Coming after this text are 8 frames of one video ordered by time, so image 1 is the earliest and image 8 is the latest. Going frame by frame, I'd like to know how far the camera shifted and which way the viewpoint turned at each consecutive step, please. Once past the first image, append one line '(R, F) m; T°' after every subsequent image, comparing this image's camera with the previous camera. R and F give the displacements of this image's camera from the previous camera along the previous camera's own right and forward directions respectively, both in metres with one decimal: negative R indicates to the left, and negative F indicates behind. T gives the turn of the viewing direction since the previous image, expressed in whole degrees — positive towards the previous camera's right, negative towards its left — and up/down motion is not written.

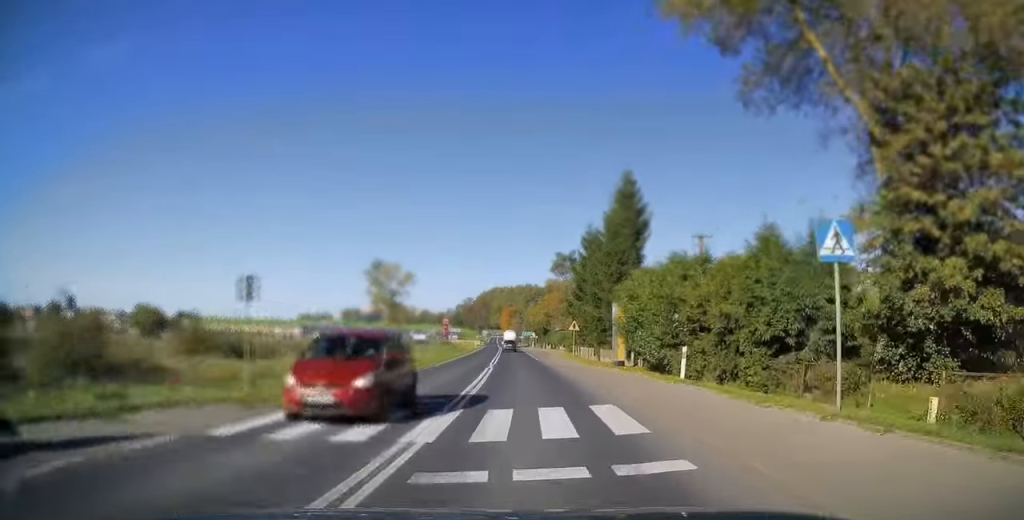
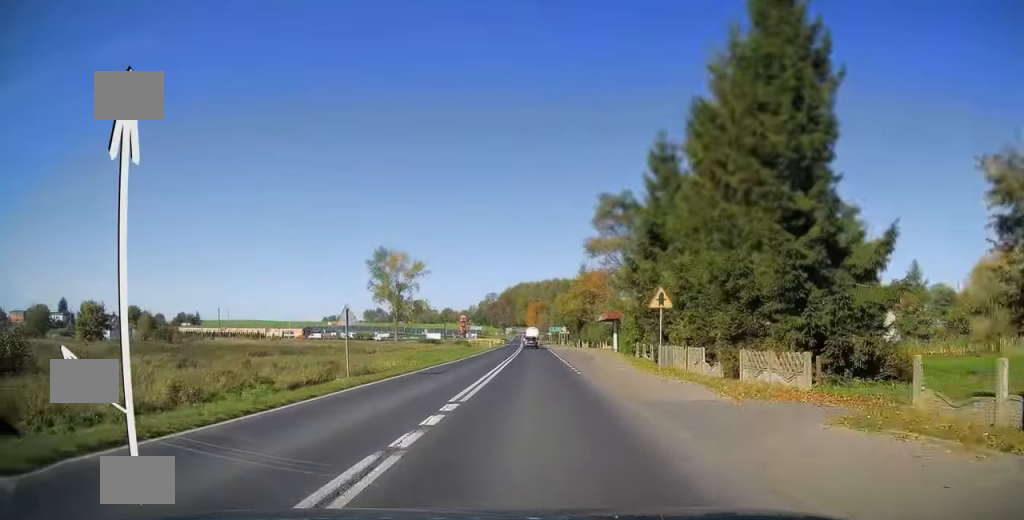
(-0.6, +24.6) m; -2°
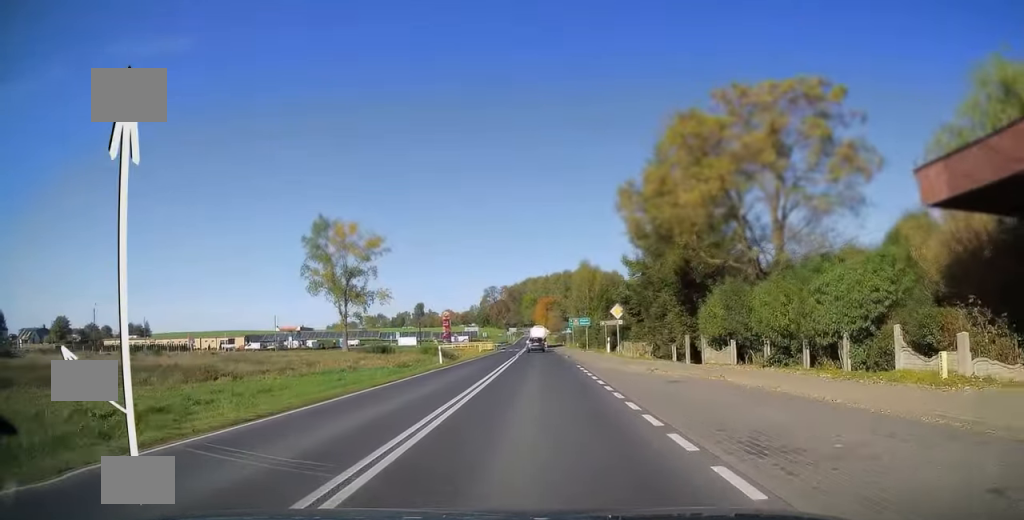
(-1.4, +49.7) m; -2°
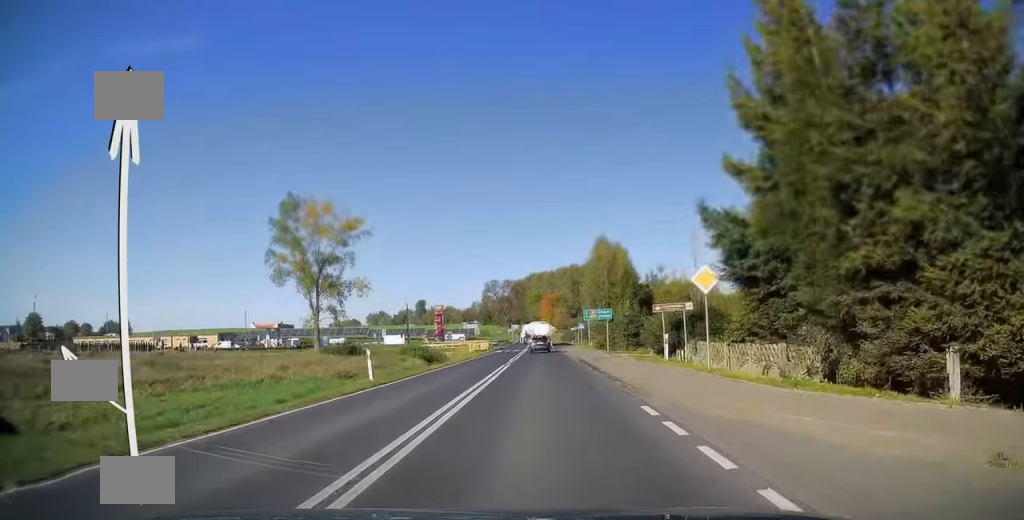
(-0.1, +16.8) m; 0°
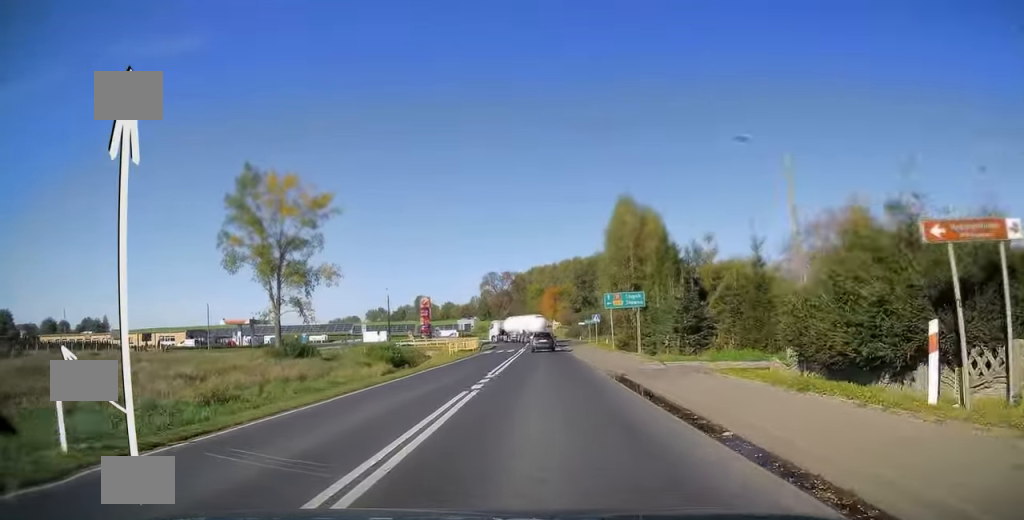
(0.0, +16.0) m; 0°
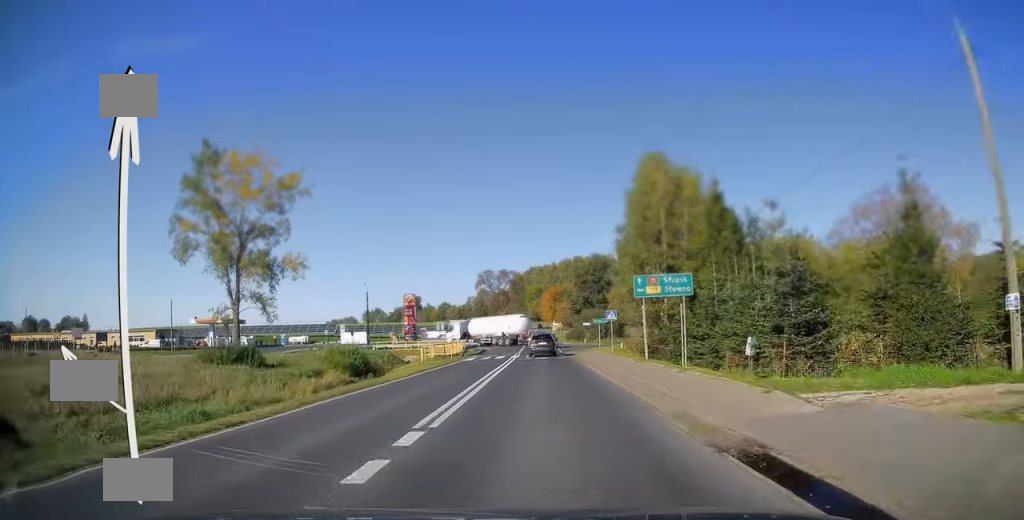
(0.0, +12.0) m; 0°
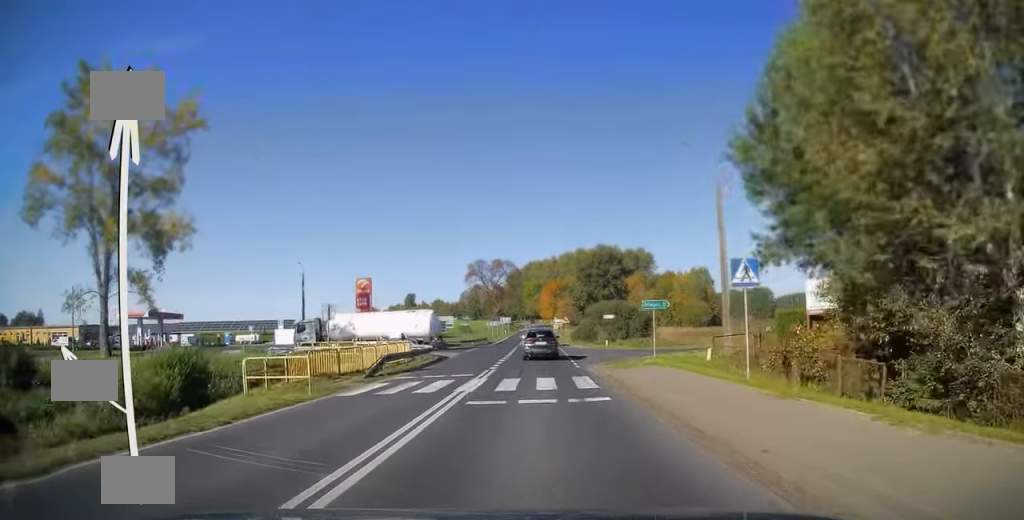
(0.0, +25.7) m; 0°
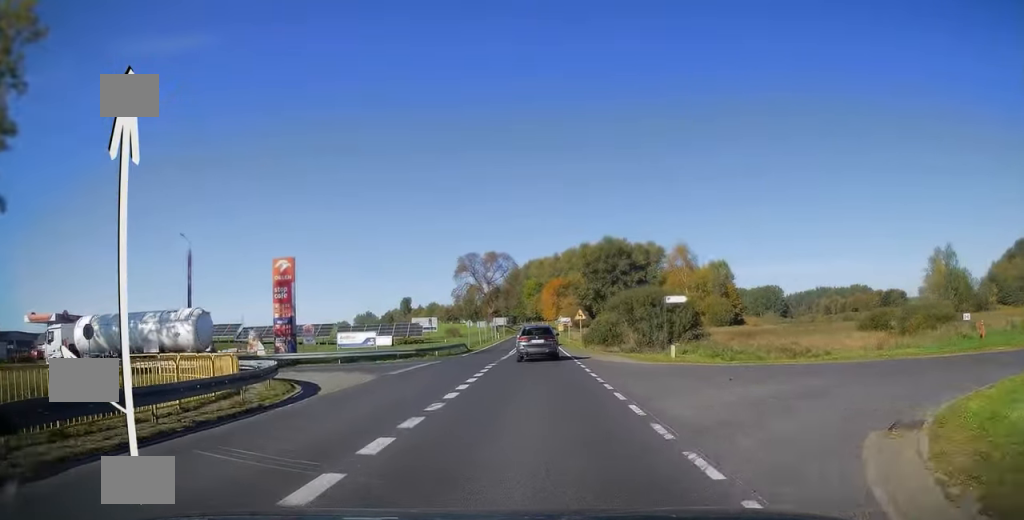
(0.0, +24.2) m; 0°
